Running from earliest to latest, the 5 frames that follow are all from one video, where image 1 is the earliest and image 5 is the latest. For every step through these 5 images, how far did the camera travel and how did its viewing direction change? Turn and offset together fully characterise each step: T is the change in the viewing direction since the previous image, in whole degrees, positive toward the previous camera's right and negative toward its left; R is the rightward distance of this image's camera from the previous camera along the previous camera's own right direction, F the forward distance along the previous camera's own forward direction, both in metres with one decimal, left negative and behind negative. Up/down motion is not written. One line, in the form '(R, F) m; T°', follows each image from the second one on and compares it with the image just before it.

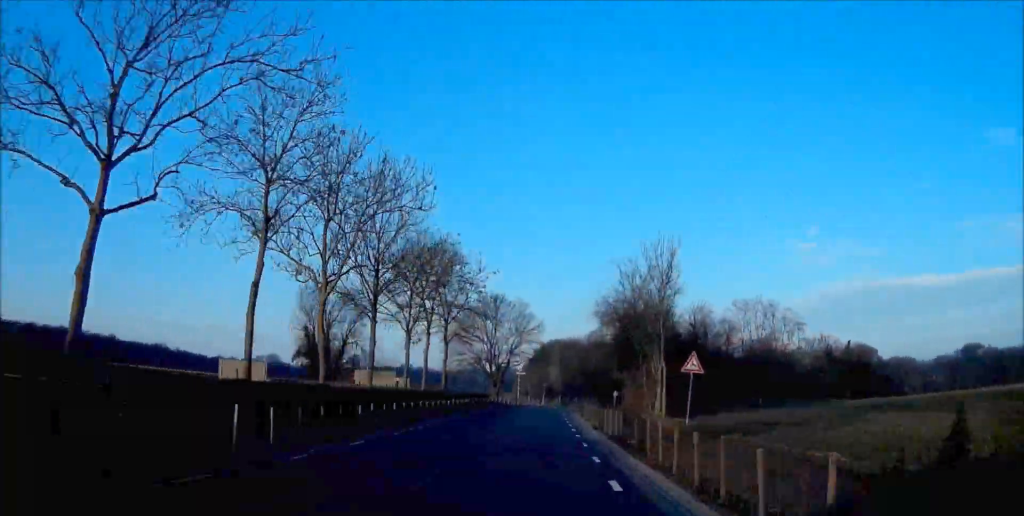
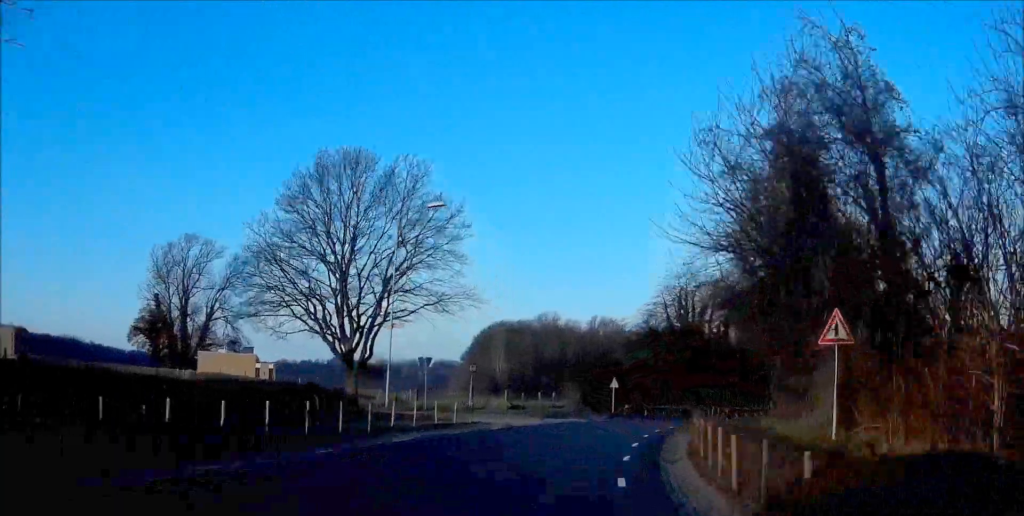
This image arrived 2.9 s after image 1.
(+0.9, +52.1) m; +11°
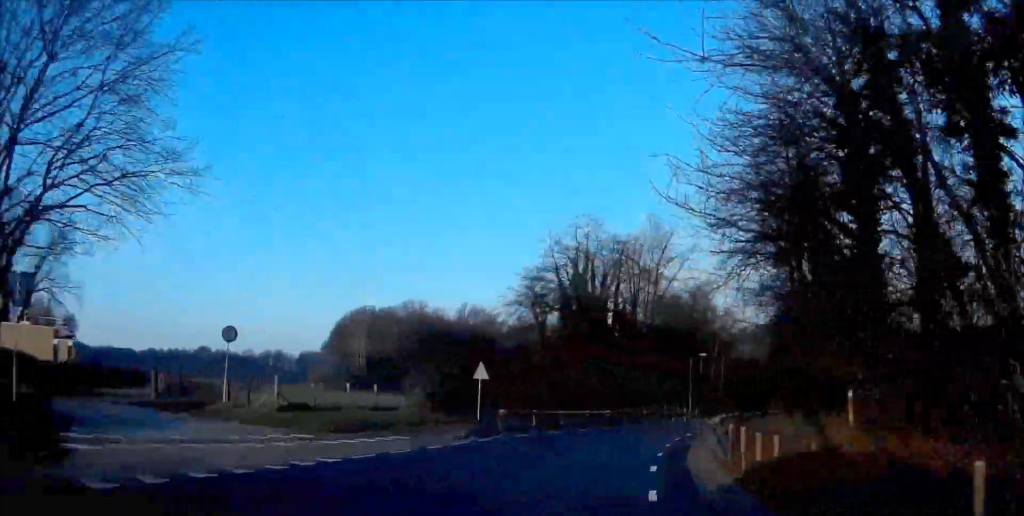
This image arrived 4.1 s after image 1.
(+3.2, +20.8) m; +9°
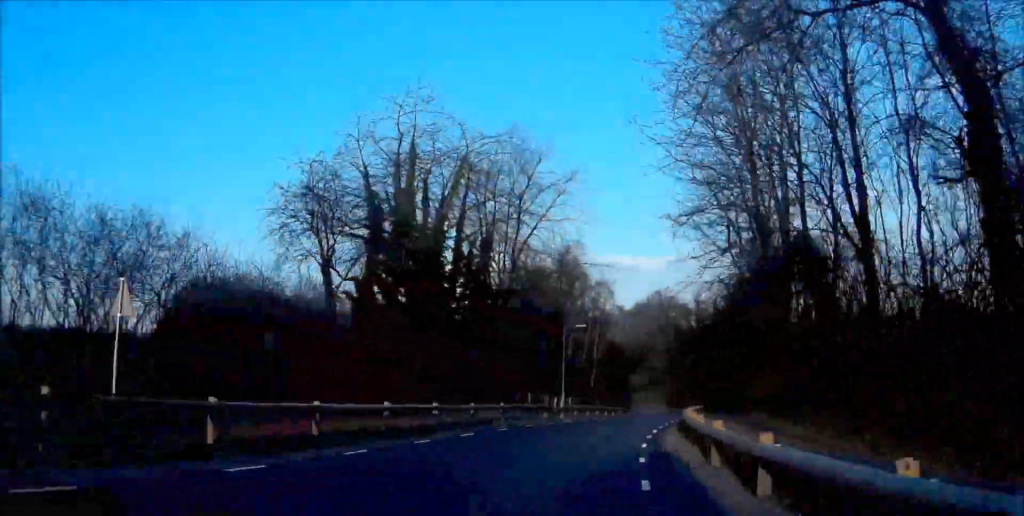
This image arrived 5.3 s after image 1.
(+1.2, +19.8) m; +7°
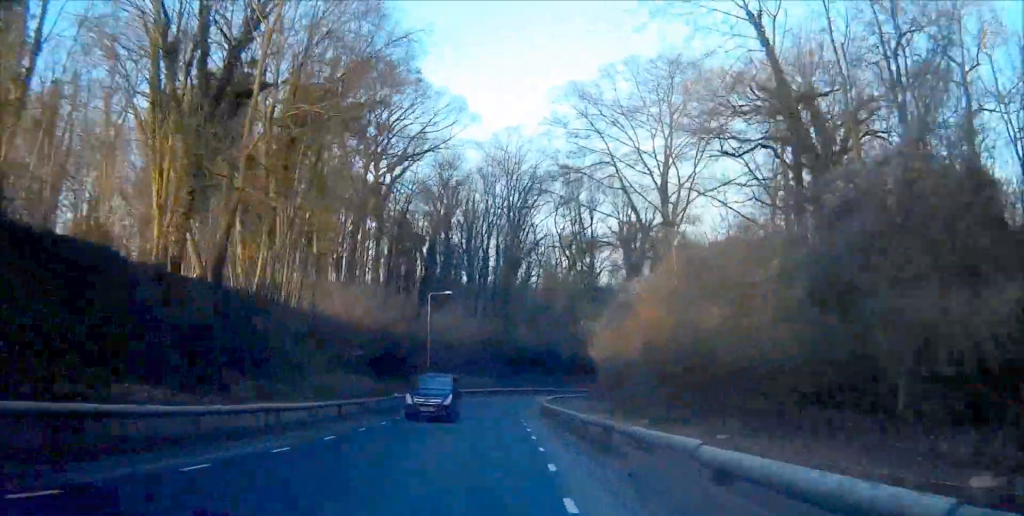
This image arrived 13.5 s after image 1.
(-19.9, +141.7) m; -29°
